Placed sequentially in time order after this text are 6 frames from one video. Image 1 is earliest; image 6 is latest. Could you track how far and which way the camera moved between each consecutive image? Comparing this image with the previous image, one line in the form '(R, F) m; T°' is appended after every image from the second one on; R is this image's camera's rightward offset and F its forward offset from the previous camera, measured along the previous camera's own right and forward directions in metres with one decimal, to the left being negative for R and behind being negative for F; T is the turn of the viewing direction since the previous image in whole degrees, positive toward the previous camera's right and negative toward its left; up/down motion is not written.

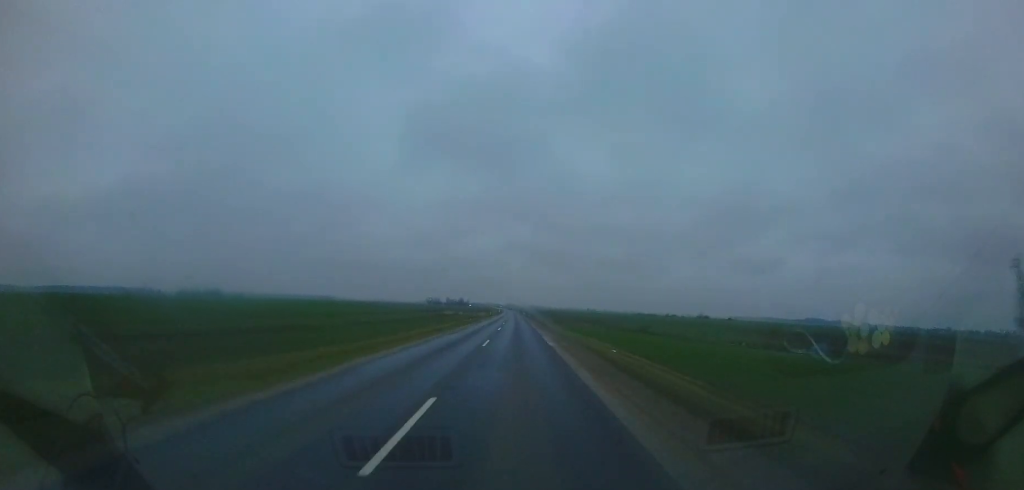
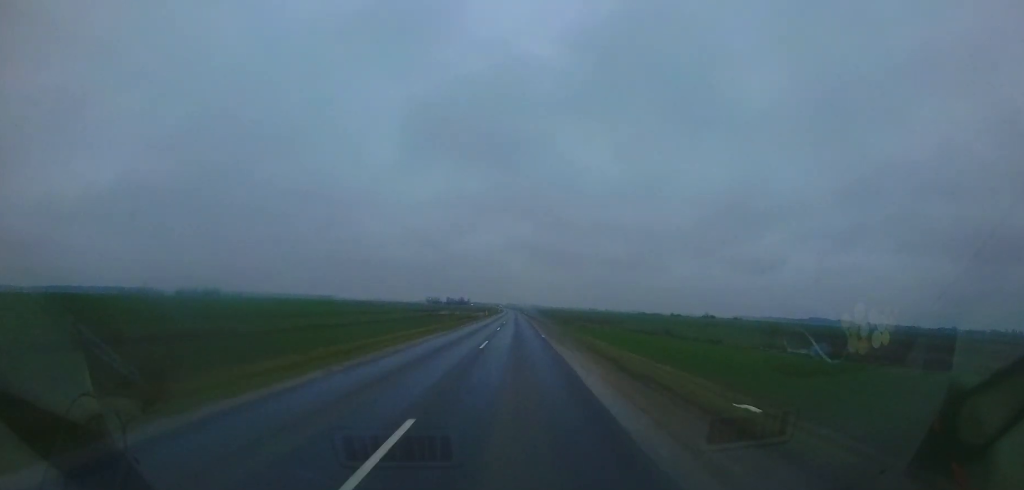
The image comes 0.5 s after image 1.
(0.0, +13.2) m; 0°
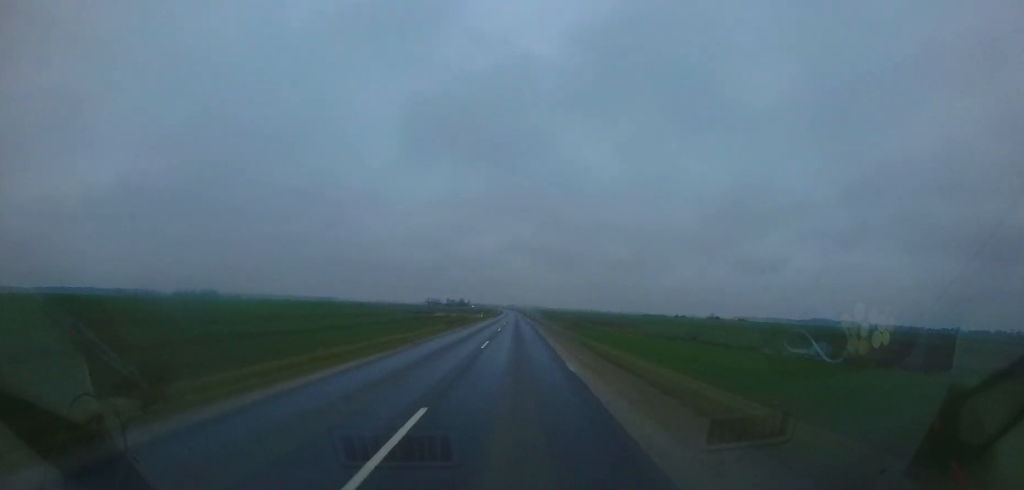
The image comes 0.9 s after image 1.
(0.0, +11.4) m; 0°
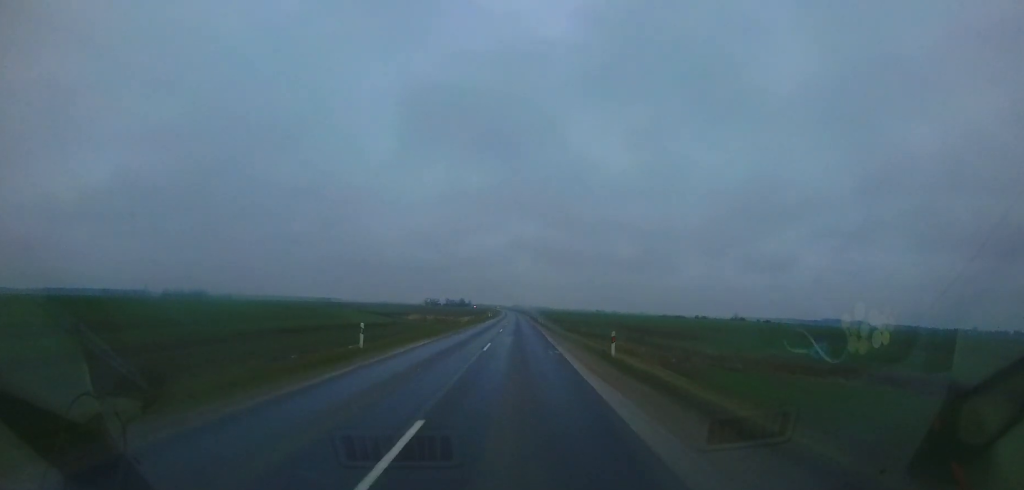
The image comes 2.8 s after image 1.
(-0.5, +47.8) m; 0°
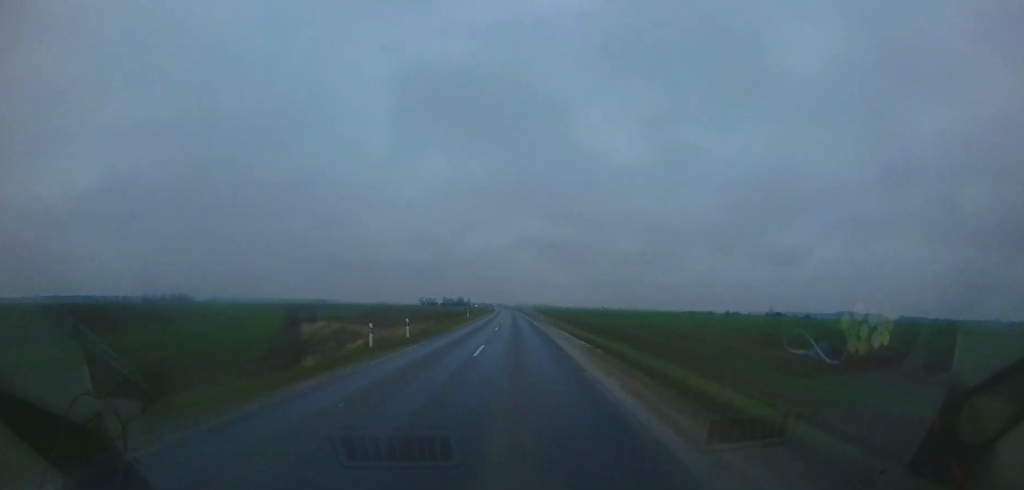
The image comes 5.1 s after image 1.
(-0.2, +62.1) m; -1°
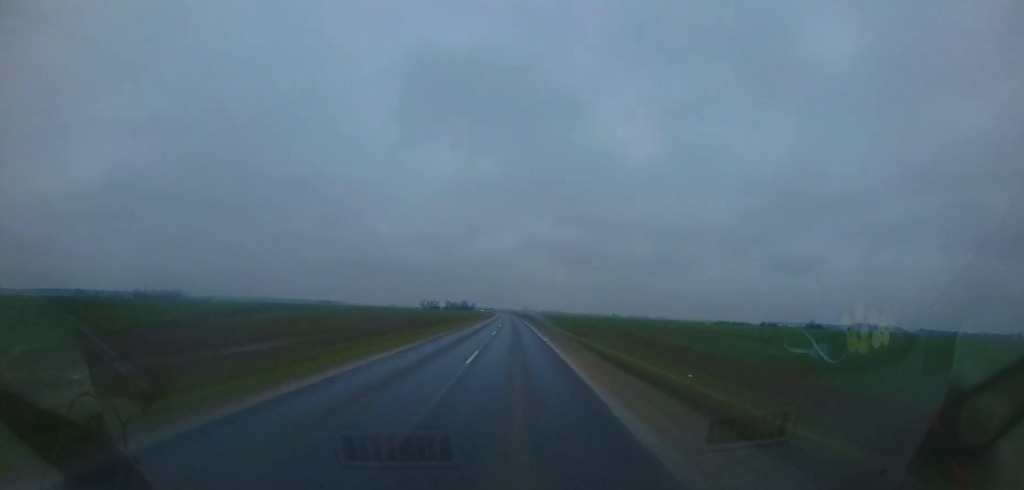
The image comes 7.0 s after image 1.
(+0.3, +48.7) m; -1°
